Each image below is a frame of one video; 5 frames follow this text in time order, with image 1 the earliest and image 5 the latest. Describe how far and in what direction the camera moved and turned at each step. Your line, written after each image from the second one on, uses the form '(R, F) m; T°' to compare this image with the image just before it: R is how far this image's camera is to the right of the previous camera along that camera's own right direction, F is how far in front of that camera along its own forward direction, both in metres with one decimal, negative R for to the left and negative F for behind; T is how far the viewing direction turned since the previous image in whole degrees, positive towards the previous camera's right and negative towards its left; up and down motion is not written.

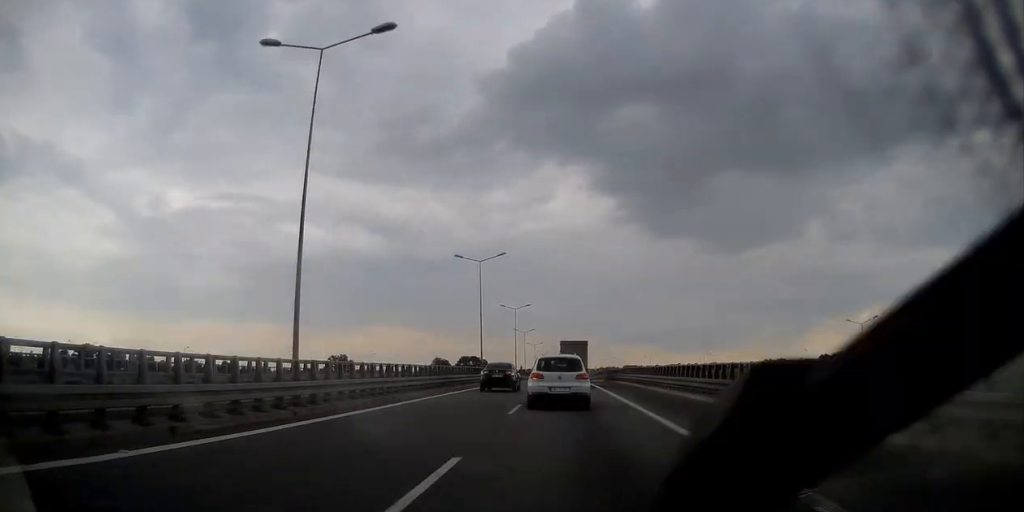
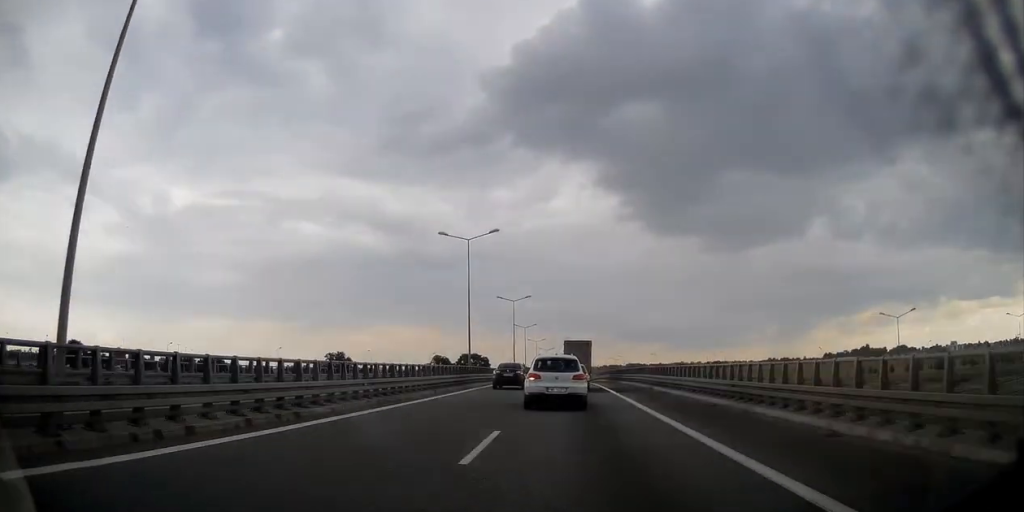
(-0.1, +8.2) m; 0°
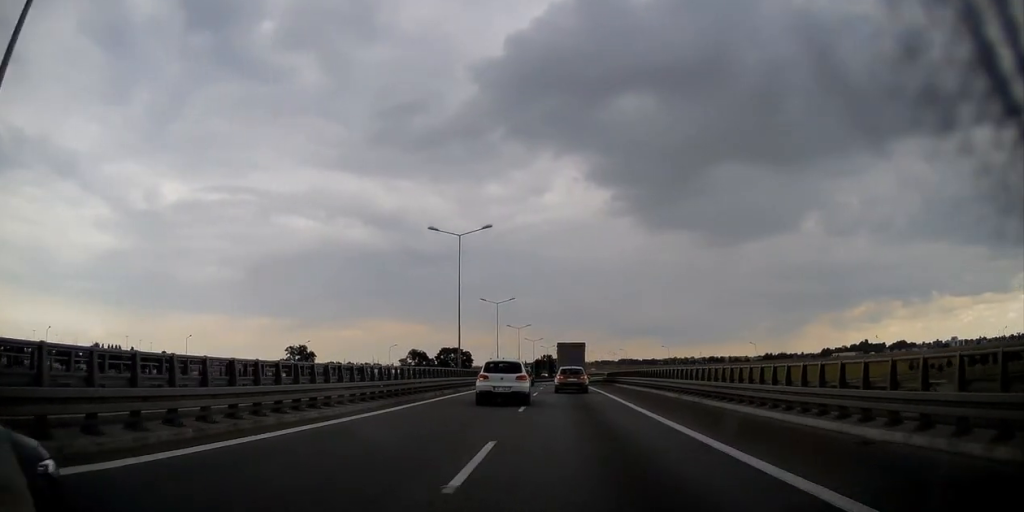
(+0.5, +37.3) m; +1°
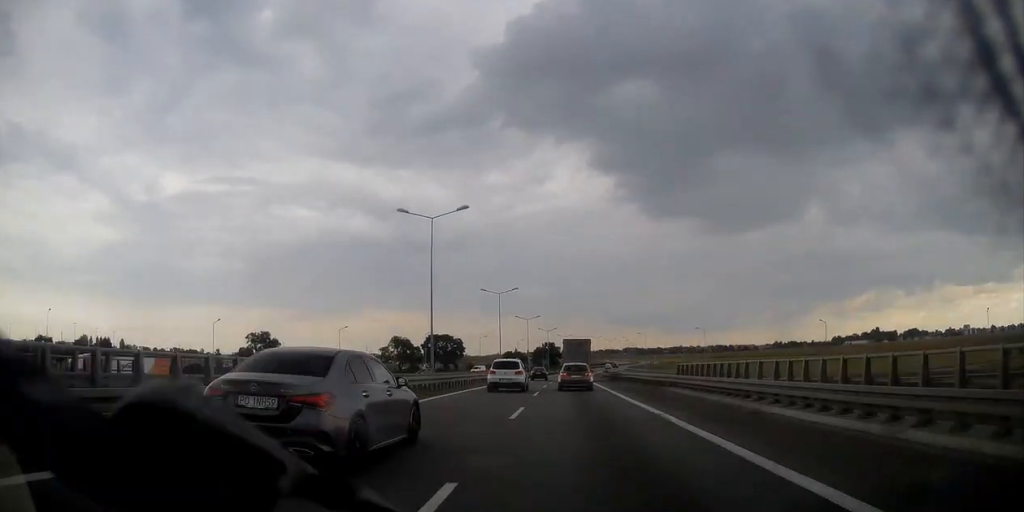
(-0.2, +40.0) m; -1°
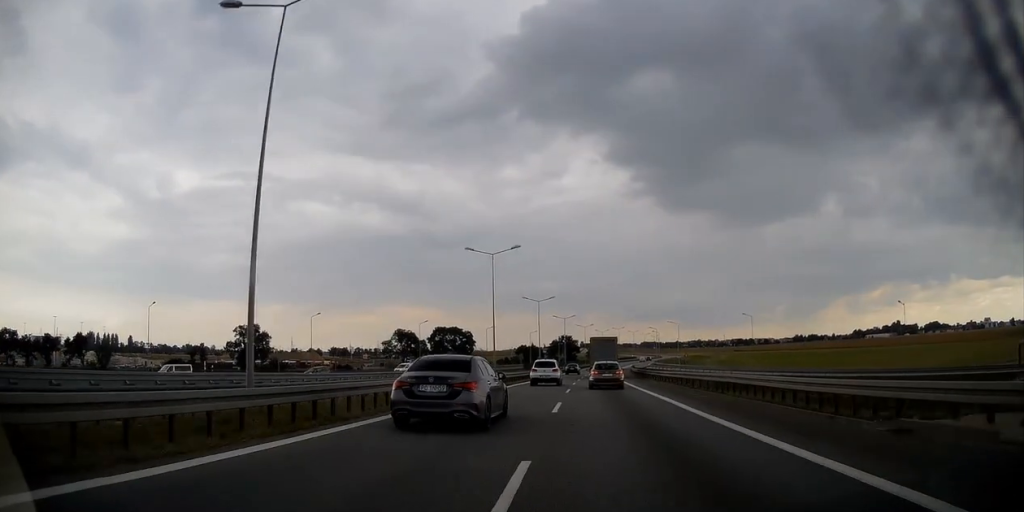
(-0.4, +22.6) m; 0°
